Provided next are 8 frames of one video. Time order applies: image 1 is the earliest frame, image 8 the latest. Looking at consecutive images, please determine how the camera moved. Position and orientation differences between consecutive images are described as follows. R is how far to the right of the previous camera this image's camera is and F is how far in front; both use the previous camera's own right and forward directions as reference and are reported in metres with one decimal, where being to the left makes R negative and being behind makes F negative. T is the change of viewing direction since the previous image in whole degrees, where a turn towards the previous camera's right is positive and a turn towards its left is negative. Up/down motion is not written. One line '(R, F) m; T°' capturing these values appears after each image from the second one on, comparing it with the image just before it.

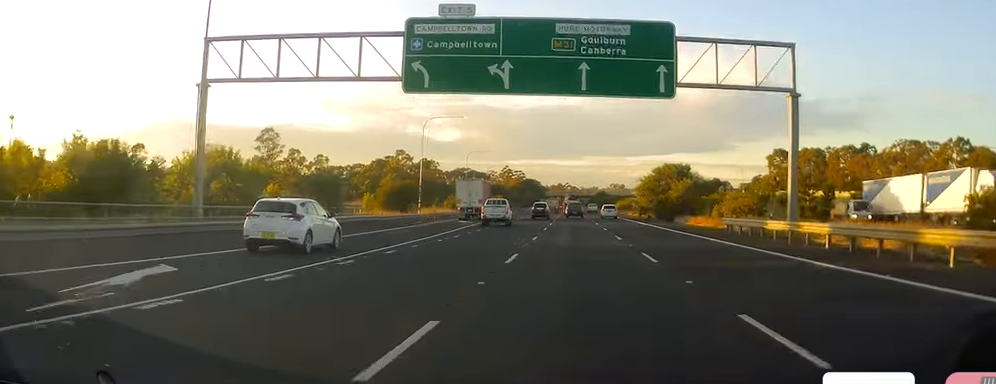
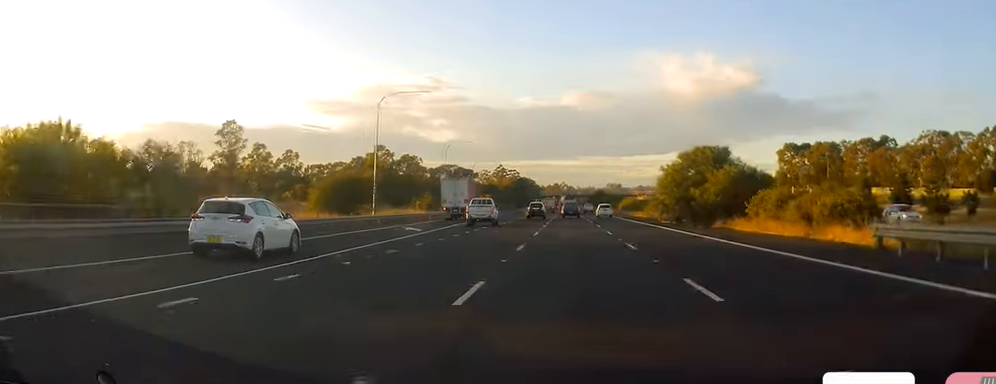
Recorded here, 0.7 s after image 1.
(0.0, +19.8) m; 0°
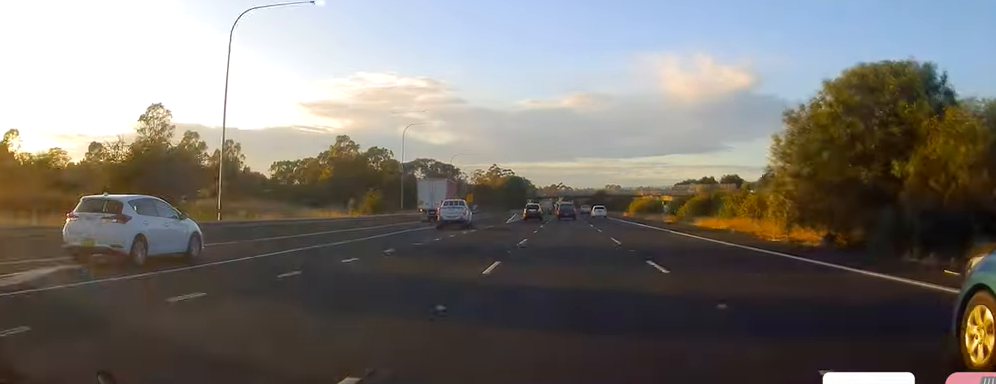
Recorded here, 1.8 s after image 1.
(0.0, +32.0) m; 0°
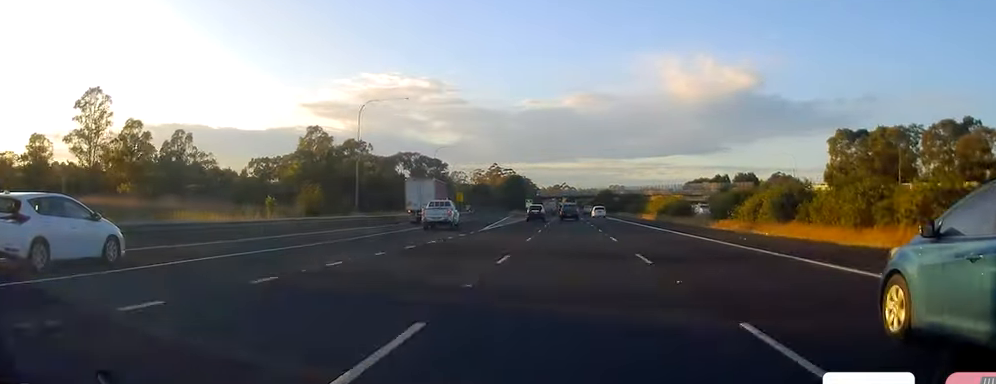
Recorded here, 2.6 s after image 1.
(0.0, +21.4) m; 0°
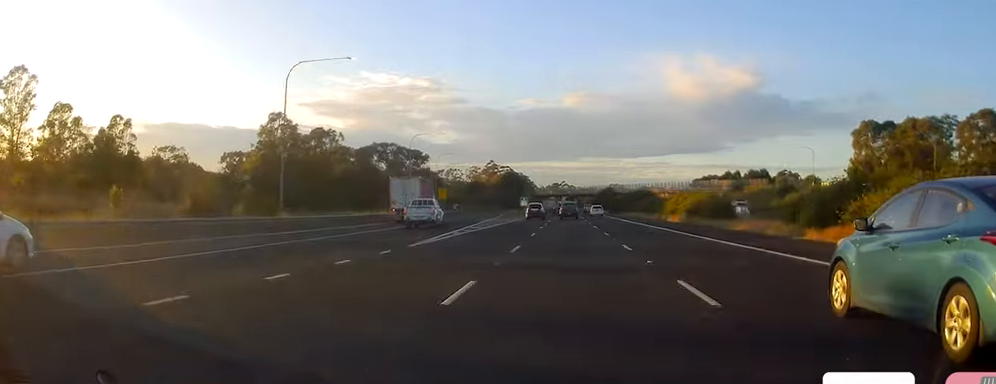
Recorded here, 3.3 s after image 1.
(0.0, +19.5) m; 0°
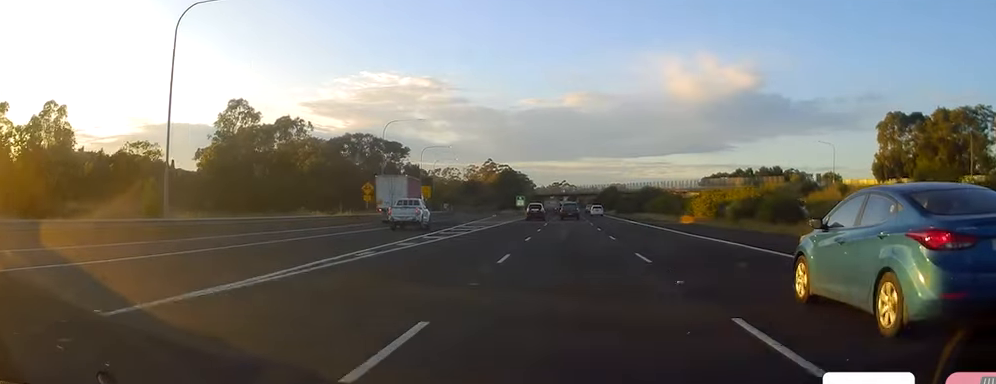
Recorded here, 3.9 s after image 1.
(0.0, +16.7) m; 0°
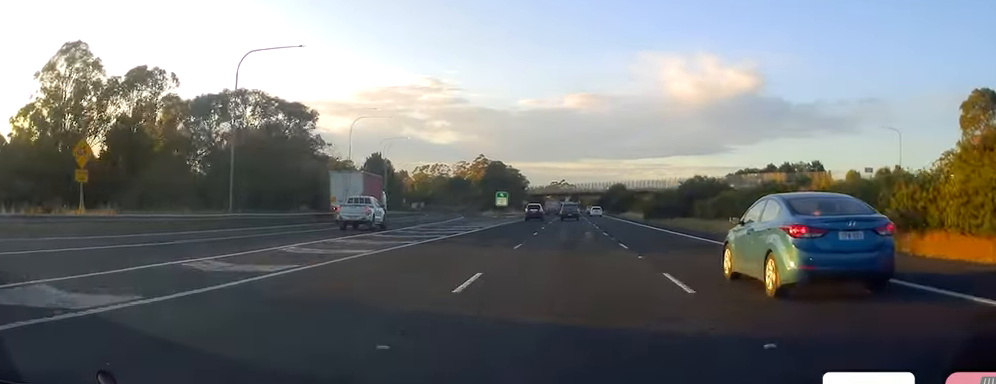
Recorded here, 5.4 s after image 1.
(+1.0, +42.3) m; +2°
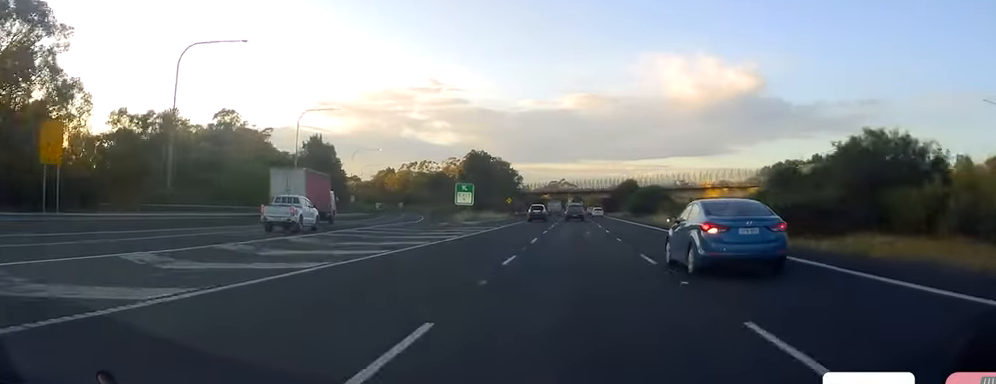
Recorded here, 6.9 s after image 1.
(-0.6, +40.9) m; -2°
